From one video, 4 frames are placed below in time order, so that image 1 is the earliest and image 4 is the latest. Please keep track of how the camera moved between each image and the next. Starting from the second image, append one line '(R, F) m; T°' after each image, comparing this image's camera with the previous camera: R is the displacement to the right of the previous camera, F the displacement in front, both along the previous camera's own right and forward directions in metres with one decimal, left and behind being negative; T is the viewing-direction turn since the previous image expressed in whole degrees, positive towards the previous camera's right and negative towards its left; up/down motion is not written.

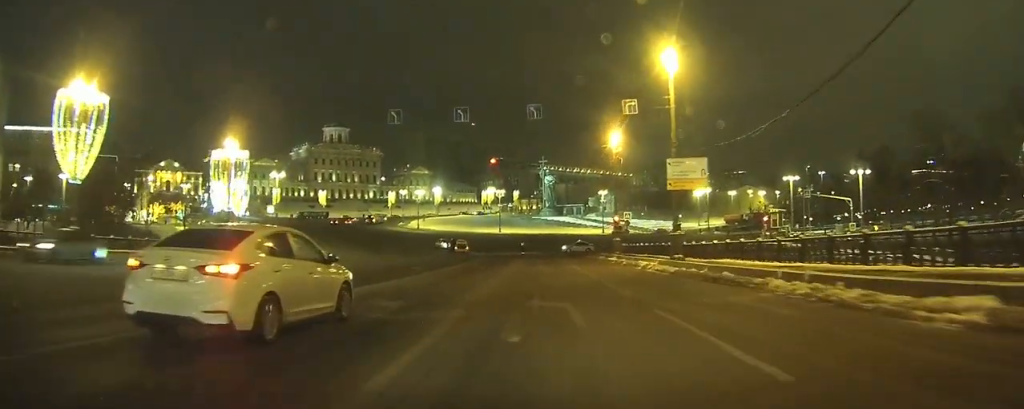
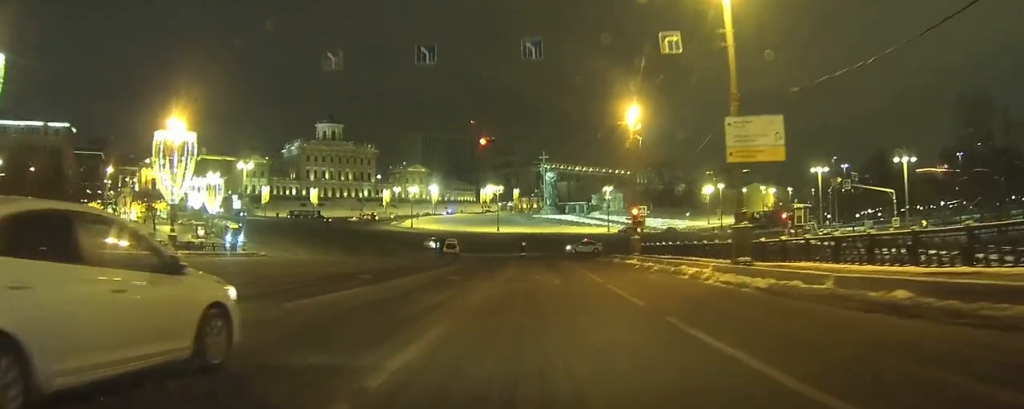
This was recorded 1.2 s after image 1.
(0.0, +8.7) m; -1°
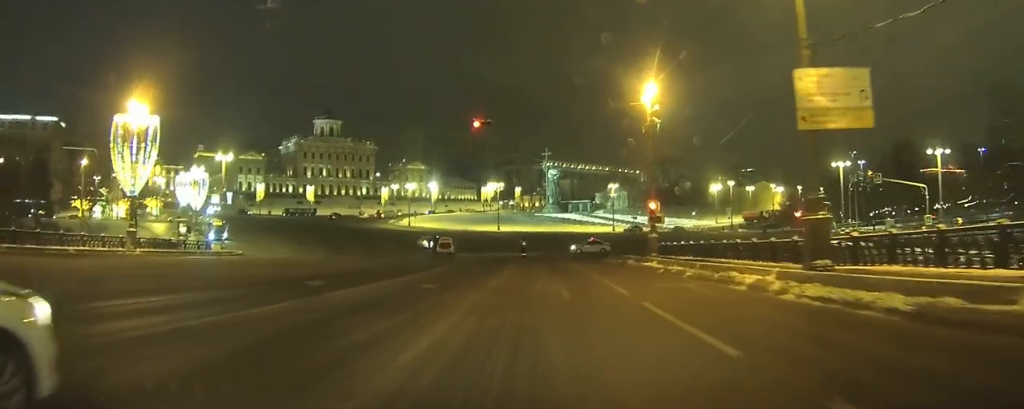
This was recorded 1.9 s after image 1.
(-0.1, +5.2) m; -1°
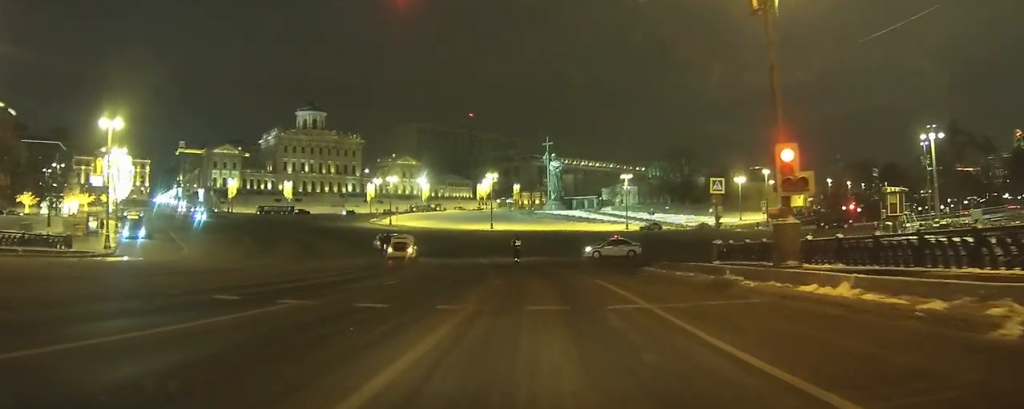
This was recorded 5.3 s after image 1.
(+0.5, +16.9) m; +3°
